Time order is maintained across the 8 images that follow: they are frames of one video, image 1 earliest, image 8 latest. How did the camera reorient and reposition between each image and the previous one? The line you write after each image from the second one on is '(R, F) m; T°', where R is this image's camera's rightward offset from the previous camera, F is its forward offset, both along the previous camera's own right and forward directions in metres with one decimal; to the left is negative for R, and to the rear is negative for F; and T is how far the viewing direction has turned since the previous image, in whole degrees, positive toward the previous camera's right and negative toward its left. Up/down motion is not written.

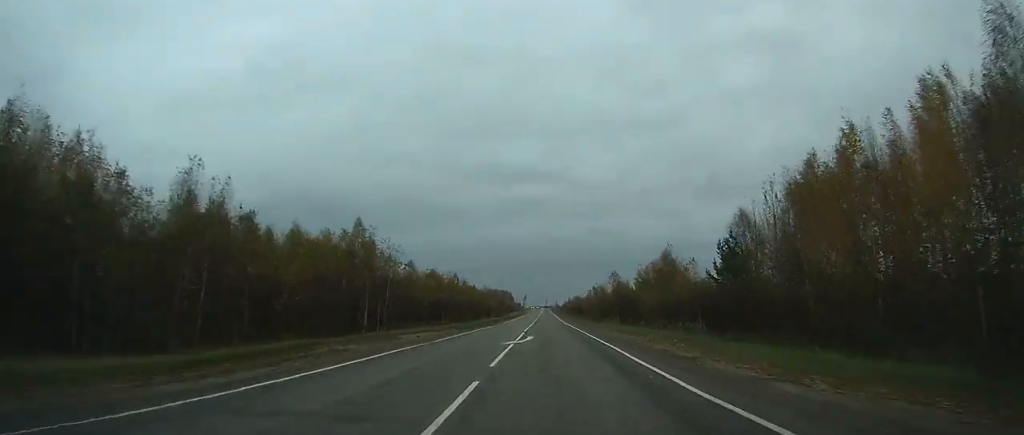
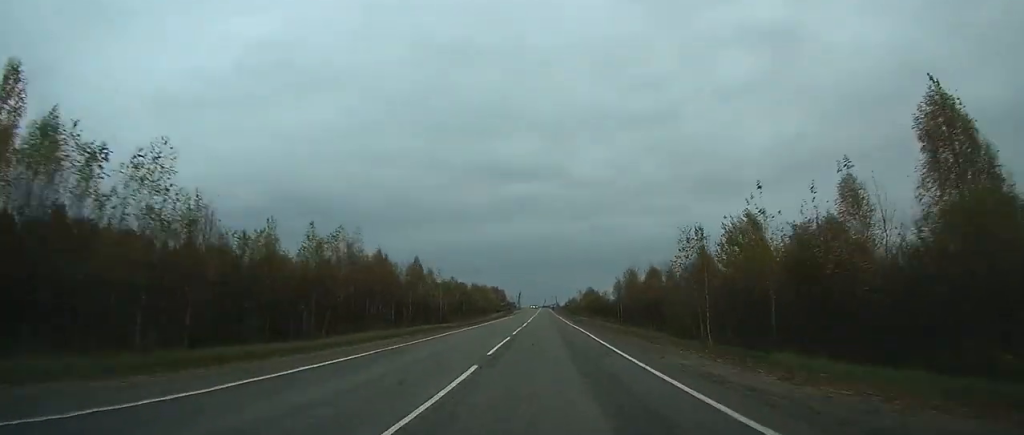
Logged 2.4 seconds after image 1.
(0.0, +67.5) m; 0°
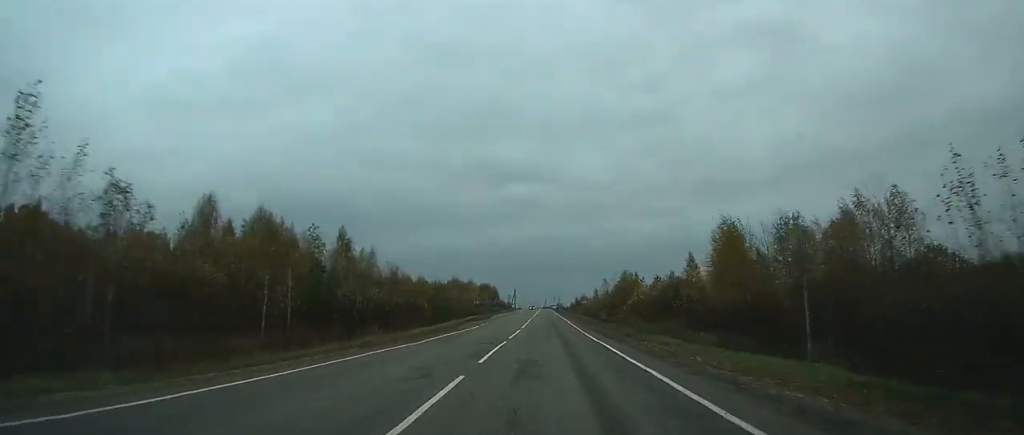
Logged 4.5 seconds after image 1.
(0.0, +62.5) m; 0°
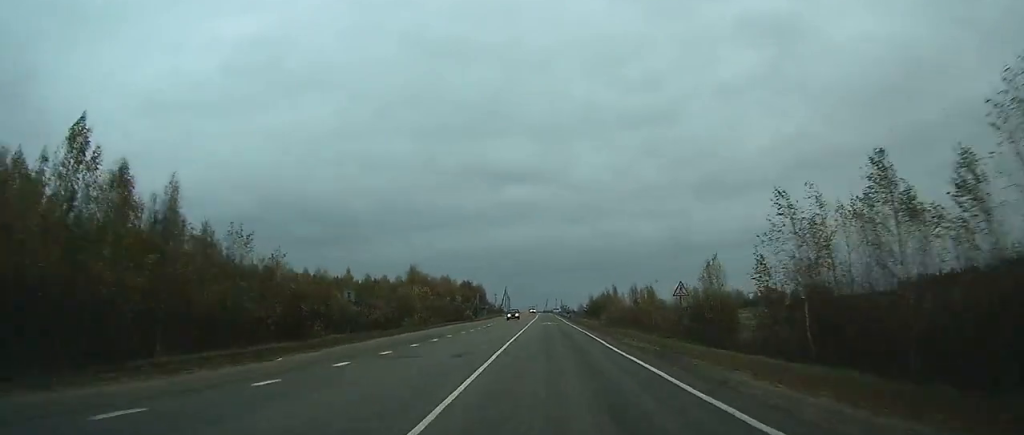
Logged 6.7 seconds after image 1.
(0.0, +65.4) m; 0°
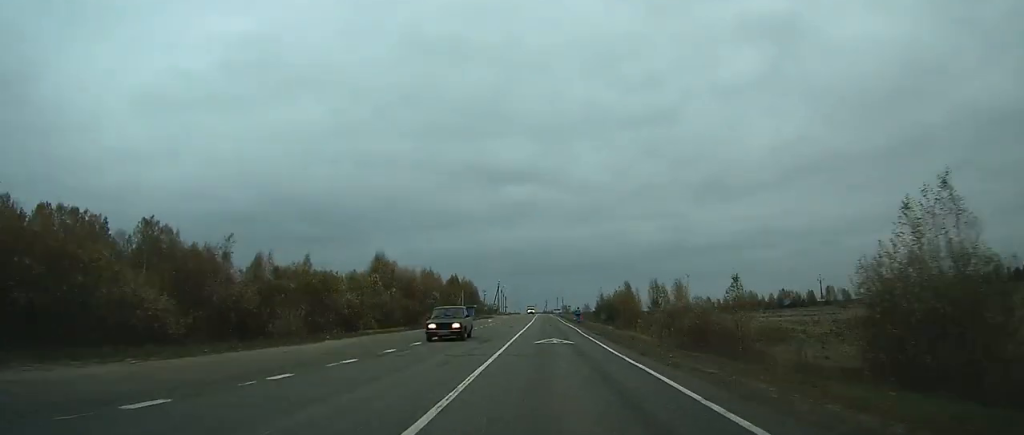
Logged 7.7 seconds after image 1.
(0.0, +28.8) m; 0°
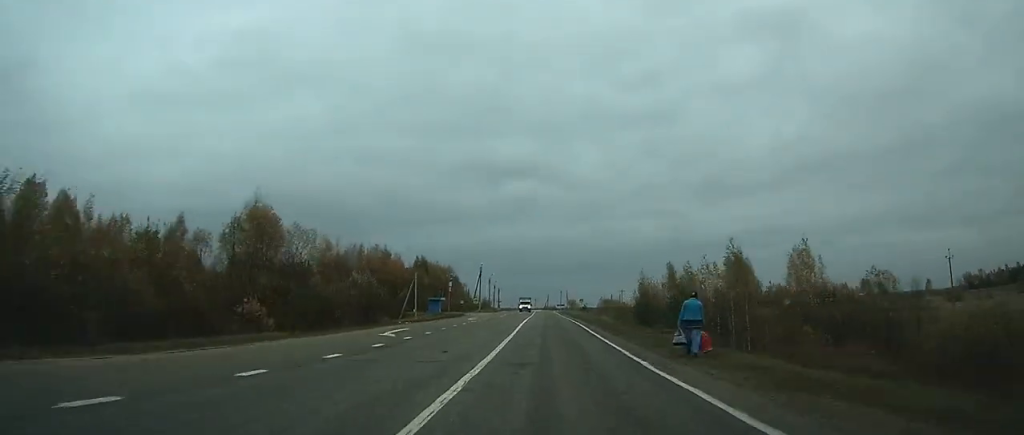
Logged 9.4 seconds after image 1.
(-0.1, +47.3) m; 0°
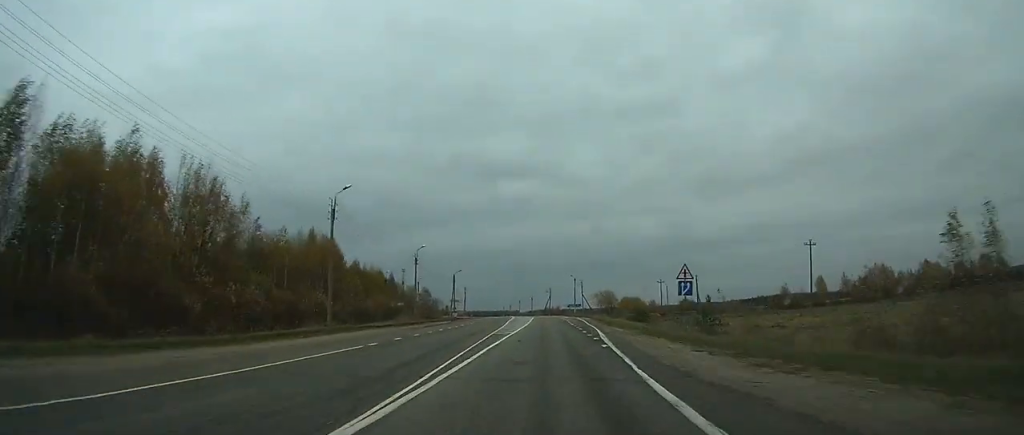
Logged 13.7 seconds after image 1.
(+0.1, +116.2) m; 0°
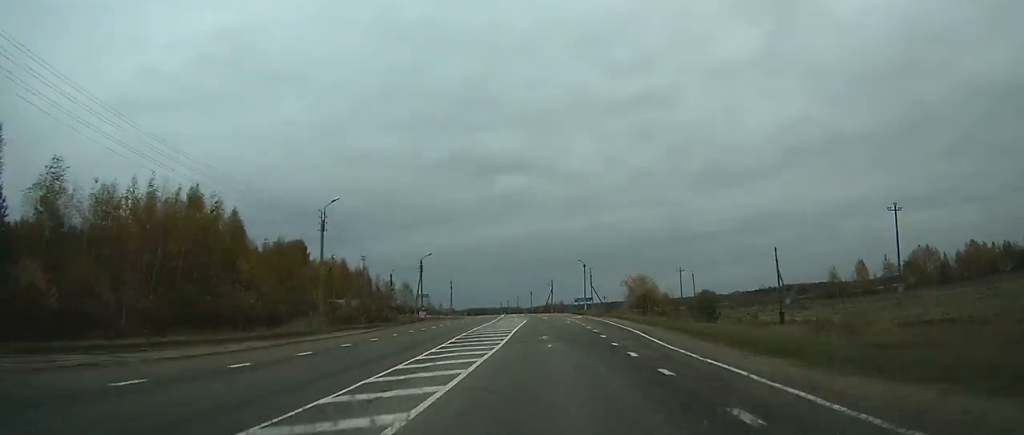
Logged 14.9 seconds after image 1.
(0.0, +33.1) m; 0°
